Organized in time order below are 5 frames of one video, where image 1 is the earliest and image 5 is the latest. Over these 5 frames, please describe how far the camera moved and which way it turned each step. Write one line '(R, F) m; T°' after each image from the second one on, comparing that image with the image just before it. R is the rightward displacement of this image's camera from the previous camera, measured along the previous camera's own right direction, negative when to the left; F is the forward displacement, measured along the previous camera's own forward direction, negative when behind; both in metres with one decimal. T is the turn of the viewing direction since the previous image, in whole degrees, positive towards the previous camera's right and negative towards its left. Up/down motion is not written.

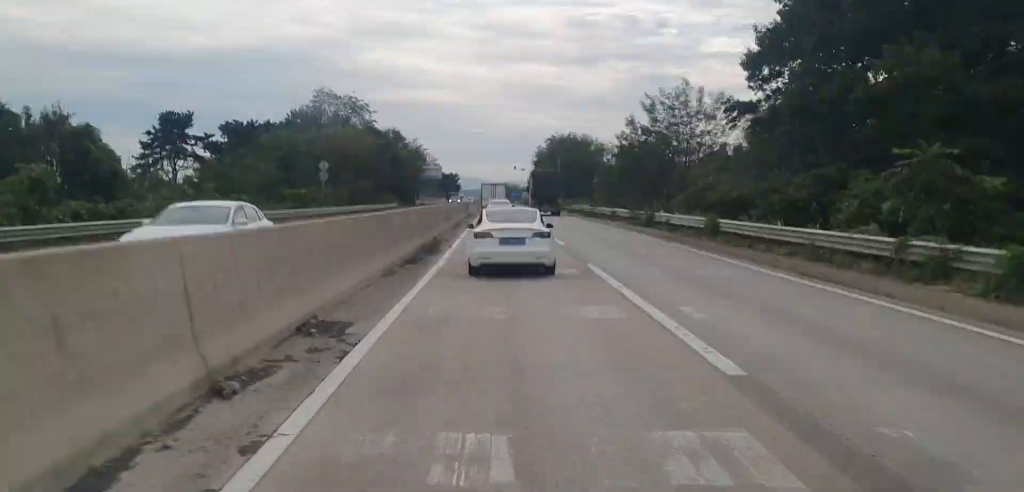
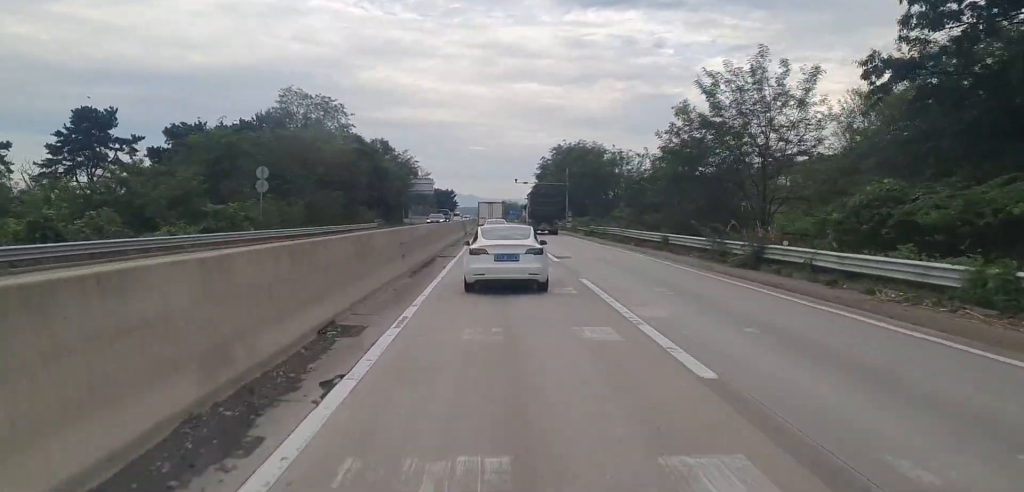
(+0.2, +18.7) m; 0°
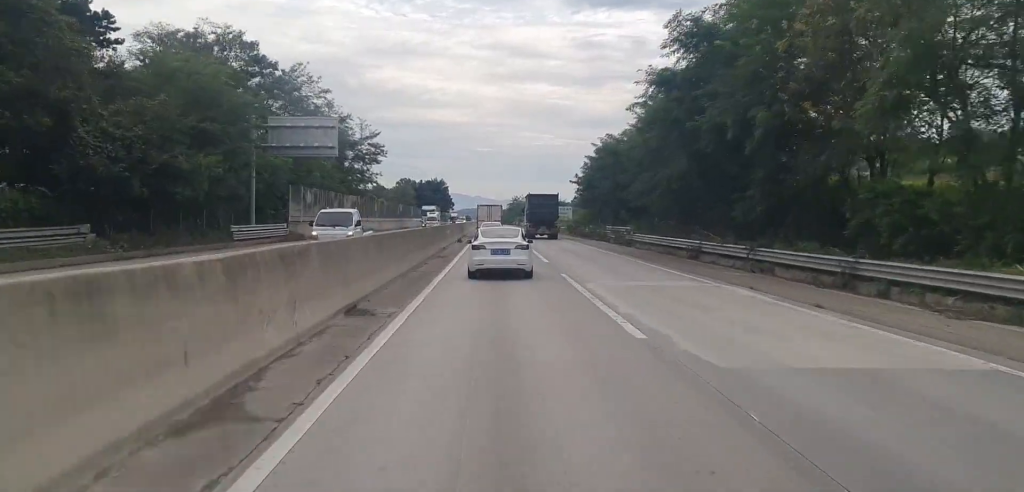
(-1.1, +96.0) m; -1°
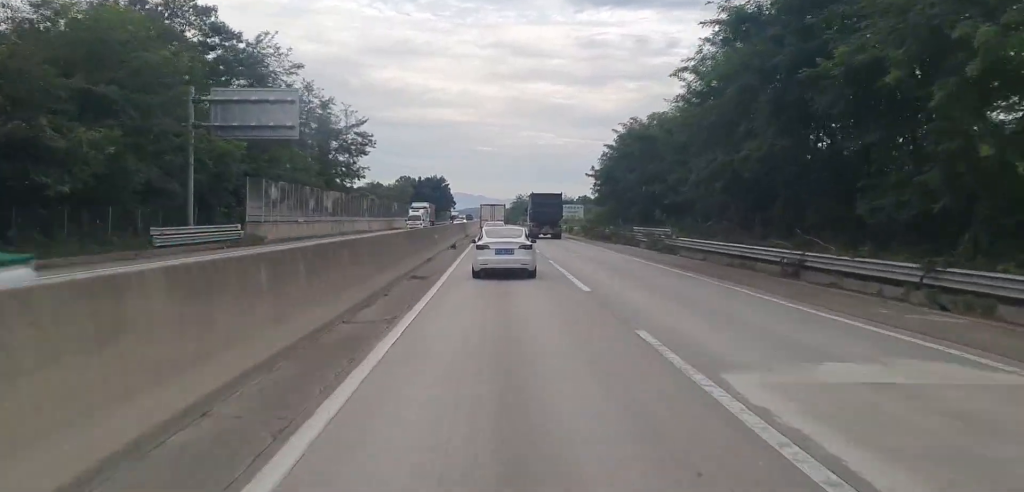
(+0.2, +11.6) m; 0°
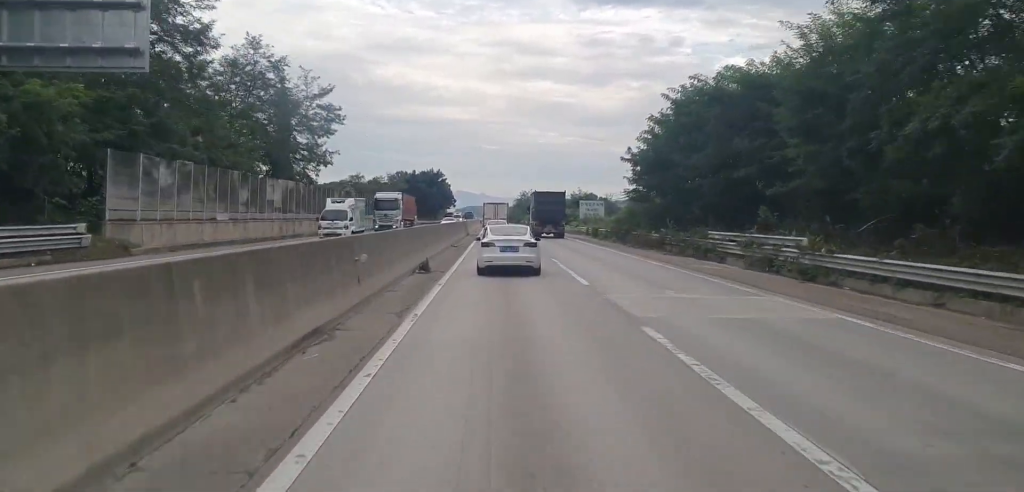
(-0.2, +18.4) m; -1°
